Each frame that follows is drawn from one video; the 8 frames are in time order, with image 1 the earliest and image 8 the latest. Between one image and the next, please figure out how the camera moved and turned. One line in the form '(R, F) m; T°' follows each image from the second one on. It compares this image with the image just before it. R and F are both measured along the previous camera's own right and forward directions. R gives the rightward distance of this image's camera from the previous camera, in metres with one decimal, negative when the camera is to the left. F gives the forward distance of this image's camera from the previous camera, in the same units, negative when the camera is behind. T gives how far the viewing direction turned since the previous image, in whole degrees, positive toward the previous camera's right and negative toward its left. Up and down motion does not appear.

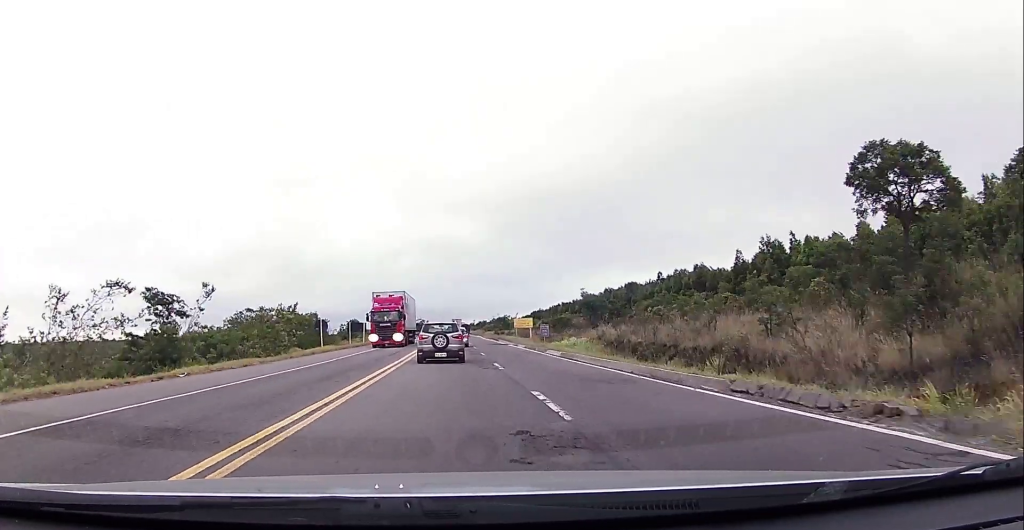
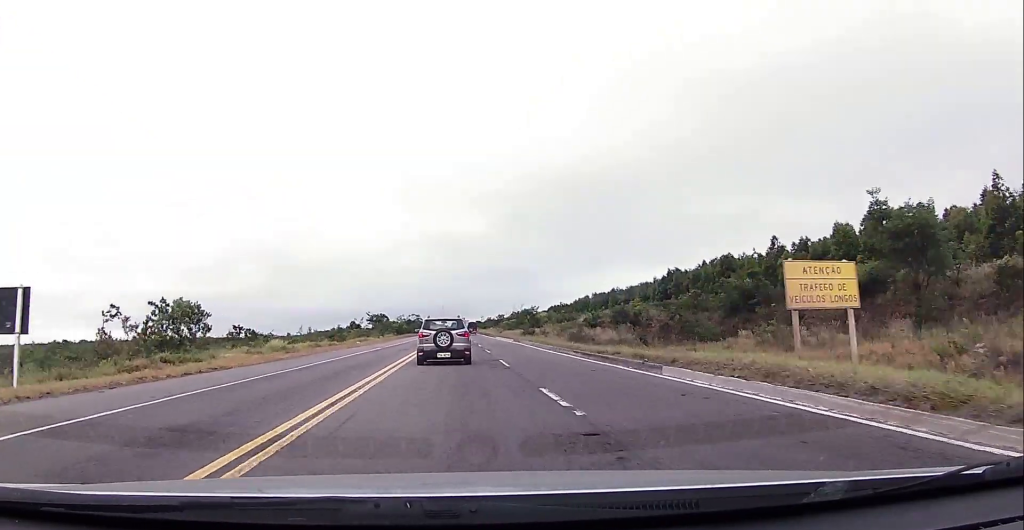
(-0.6, +59.3) m; 0°
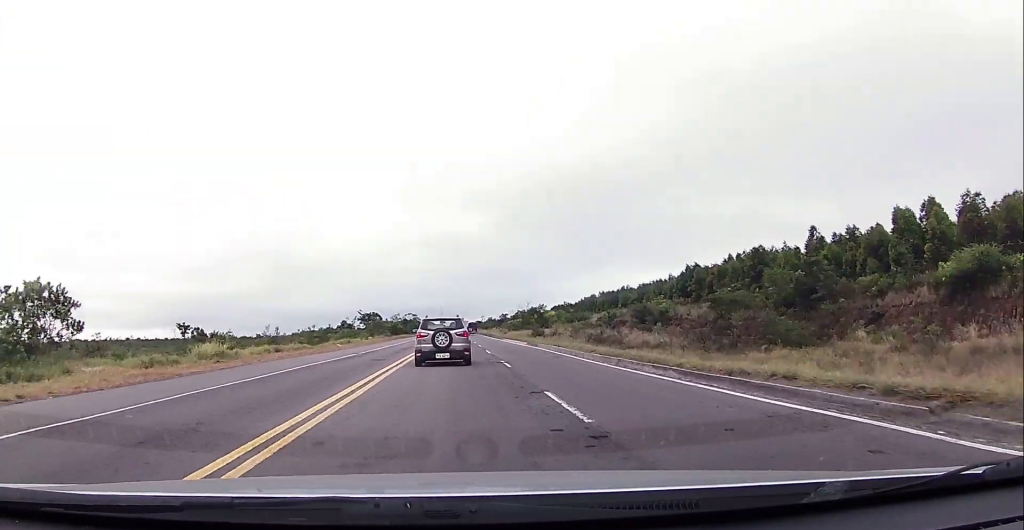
(+0.2, +12.5) m; 0°
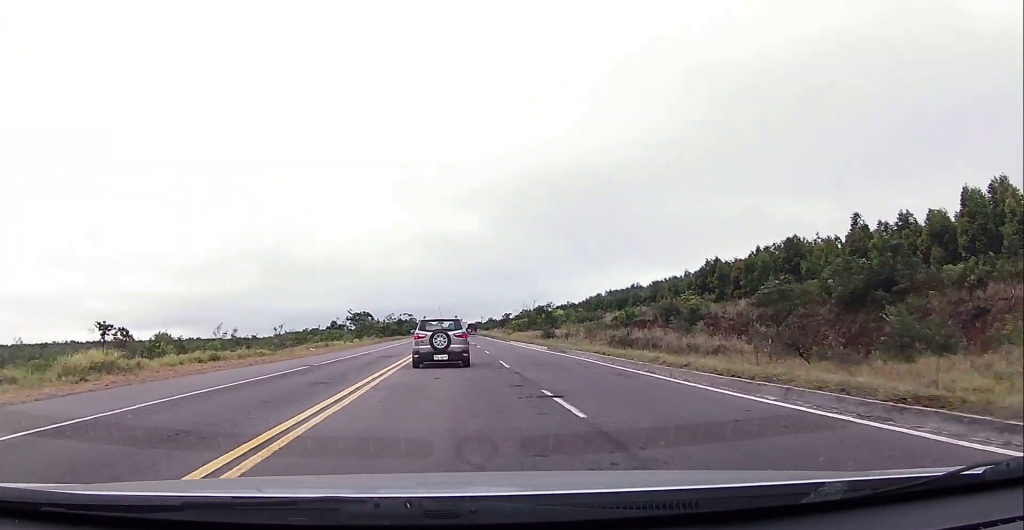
(0.0, +11.6) m; 0°
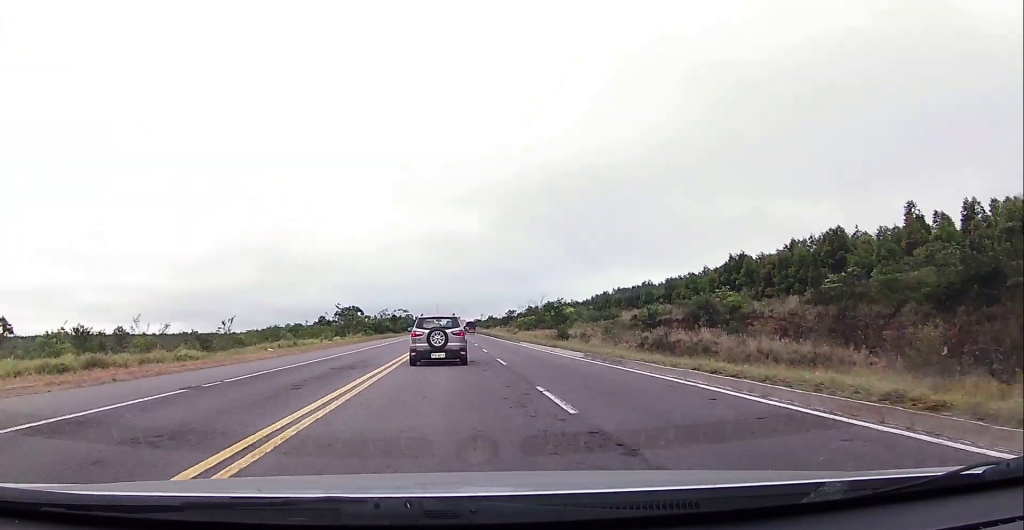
(-0.1, +11.5) m; 0°
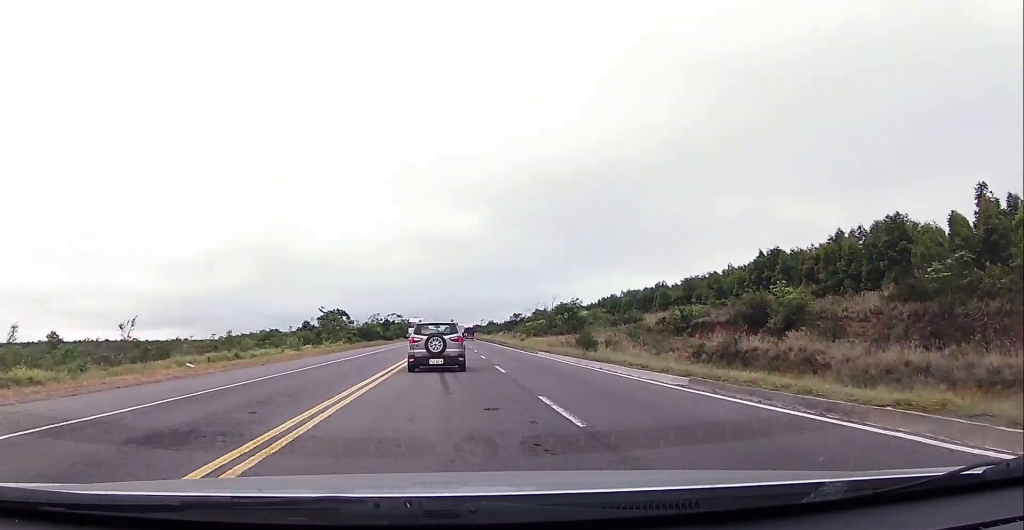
(0.0, +12.7) m; 0°
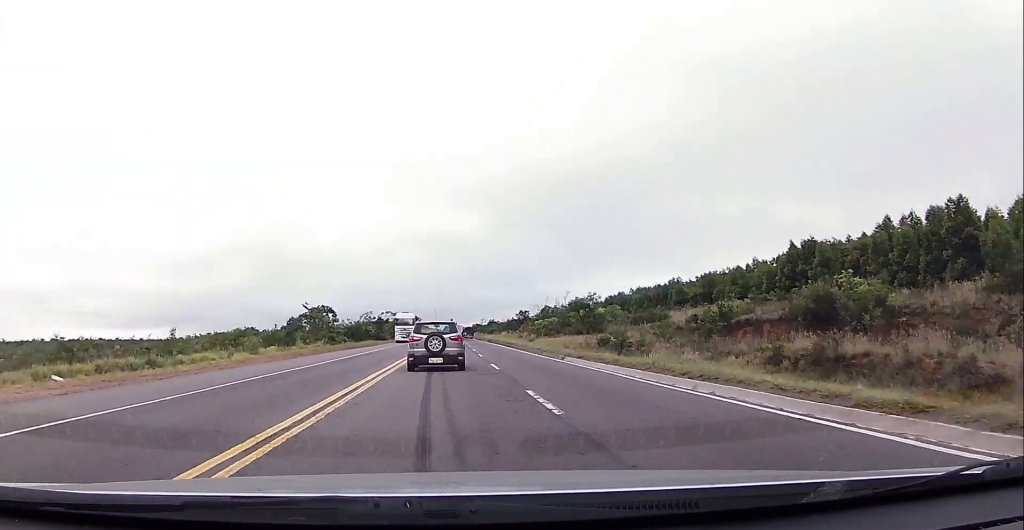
(+0.1, +10.6) m; 0°
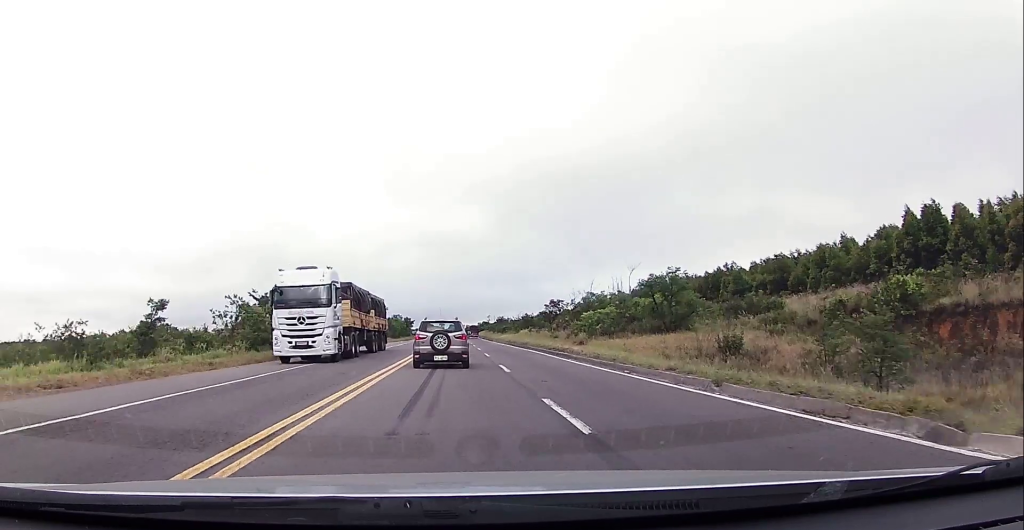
(-0.2, +25.8) m; +1°
